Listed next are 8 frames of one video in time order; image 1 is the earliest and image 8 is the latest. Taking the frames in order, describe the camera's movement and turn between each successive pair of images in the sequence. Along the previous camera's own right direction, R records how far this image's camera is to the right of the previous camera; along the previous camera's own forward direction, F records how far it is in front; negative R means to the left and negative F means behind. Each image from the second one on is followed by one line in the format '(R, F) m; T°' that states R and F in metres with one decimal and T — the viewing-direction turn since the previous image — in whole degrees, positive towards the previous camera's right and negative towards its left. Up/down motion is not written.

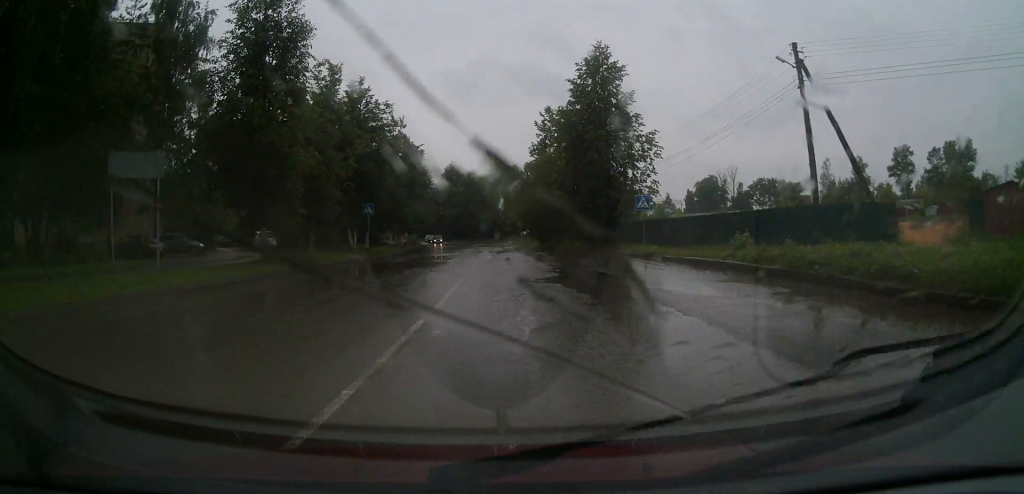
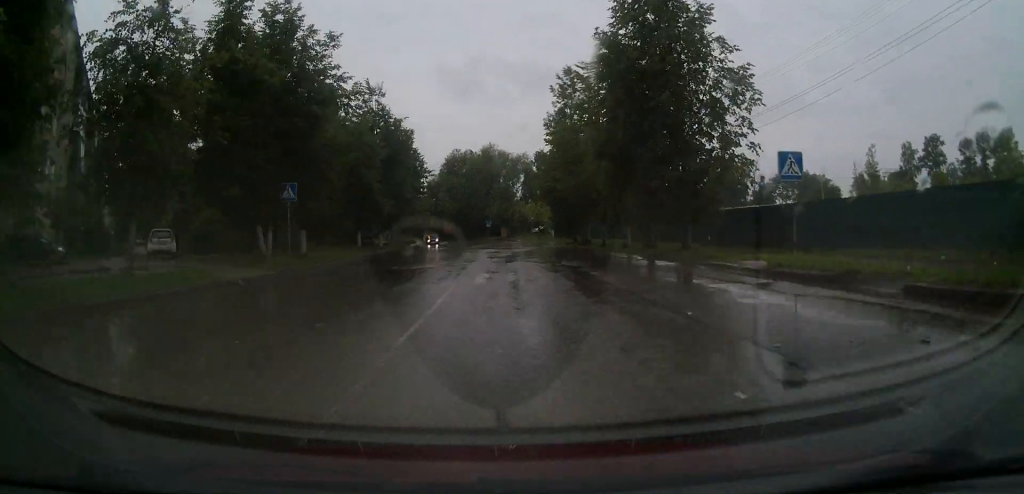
(0.0, +15.7) m; 0°
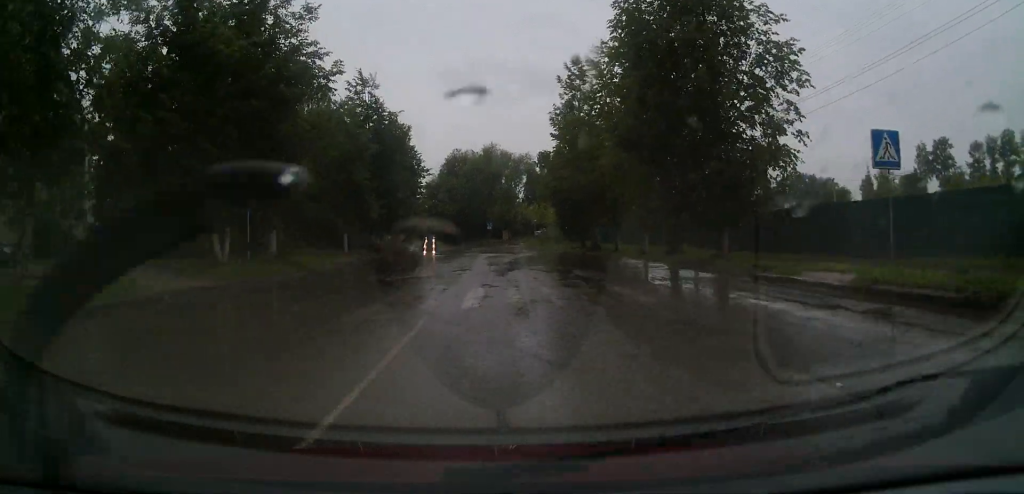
(0.0, +4.2) m; 0°
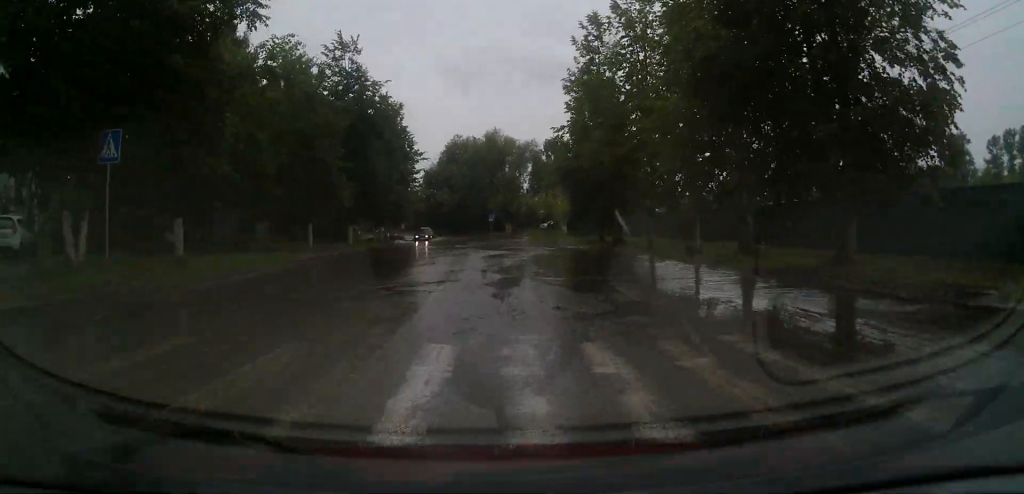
(0.0, +8.1) m; 0°
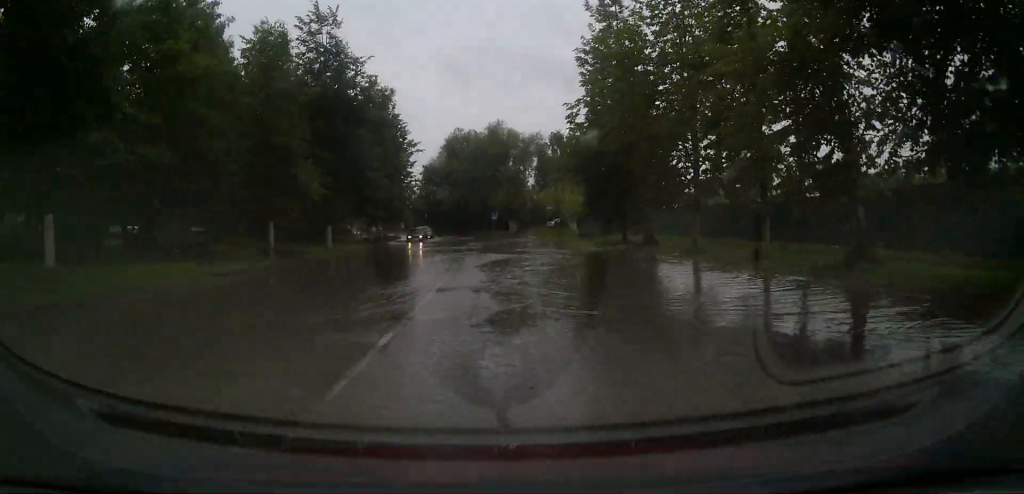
(0.0, +6.2) m; 0°
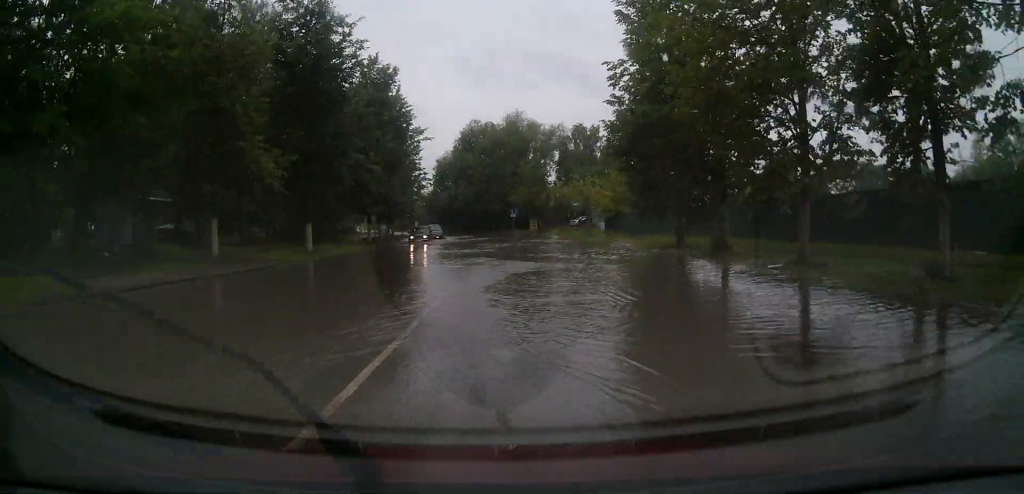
(0.0, +8.1) m; 0°
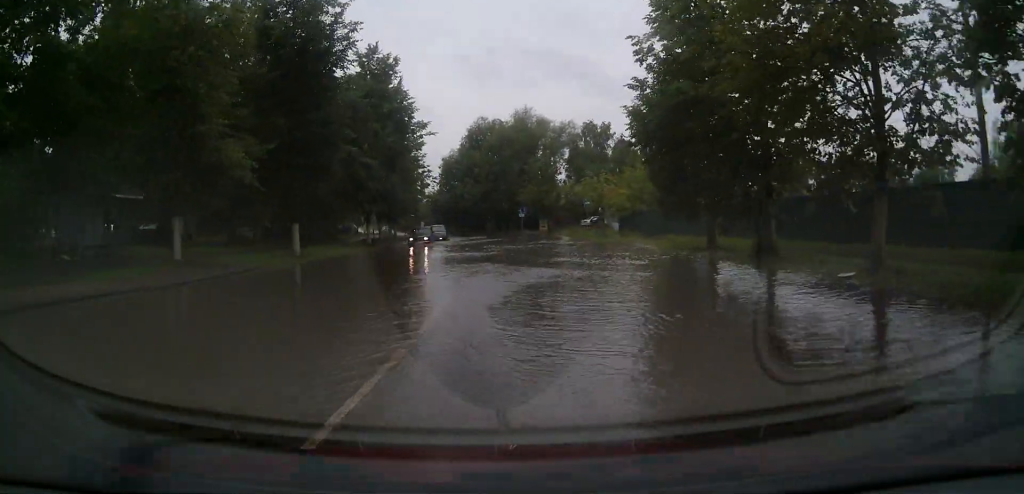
(0.0, +4.2) m; 0°
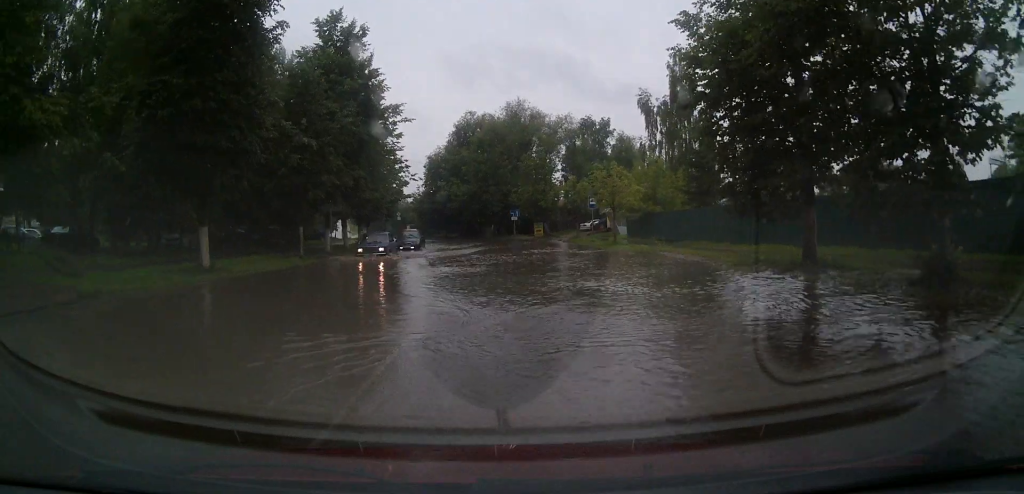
(0.0, +13.1) m; 0°
